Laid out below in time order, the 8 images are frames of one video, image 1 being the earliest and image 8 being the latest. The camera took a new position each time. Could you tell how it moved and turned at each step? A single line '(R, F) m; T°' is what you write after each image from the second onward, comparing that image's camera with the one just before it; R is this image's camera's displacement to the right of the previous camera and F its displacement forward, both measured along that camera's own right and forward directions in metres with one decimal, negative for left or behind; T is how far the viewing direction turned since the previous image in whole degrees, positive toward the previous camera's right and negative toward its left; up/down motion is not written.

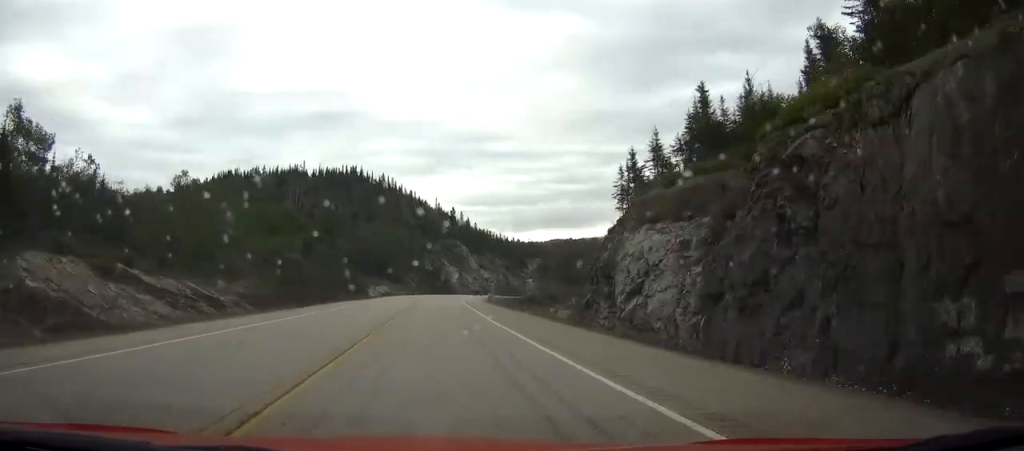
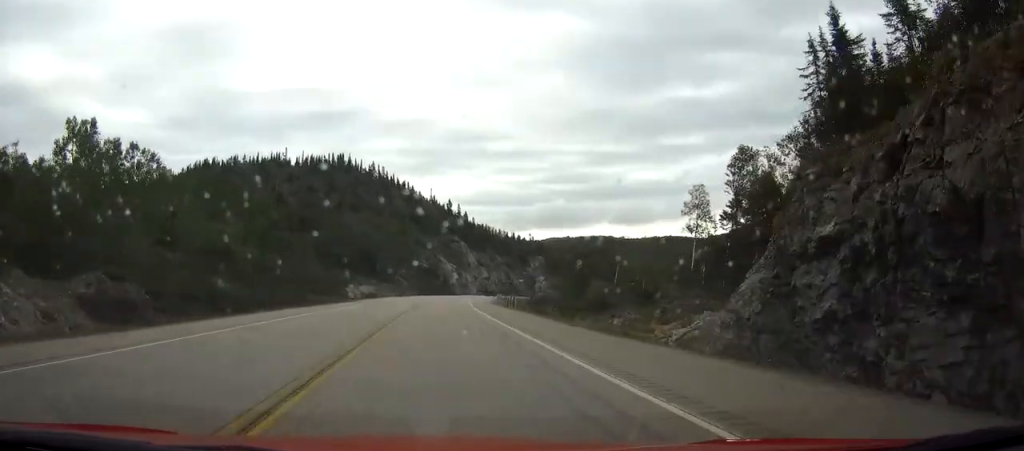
(0.0, +22.6) m; 0°
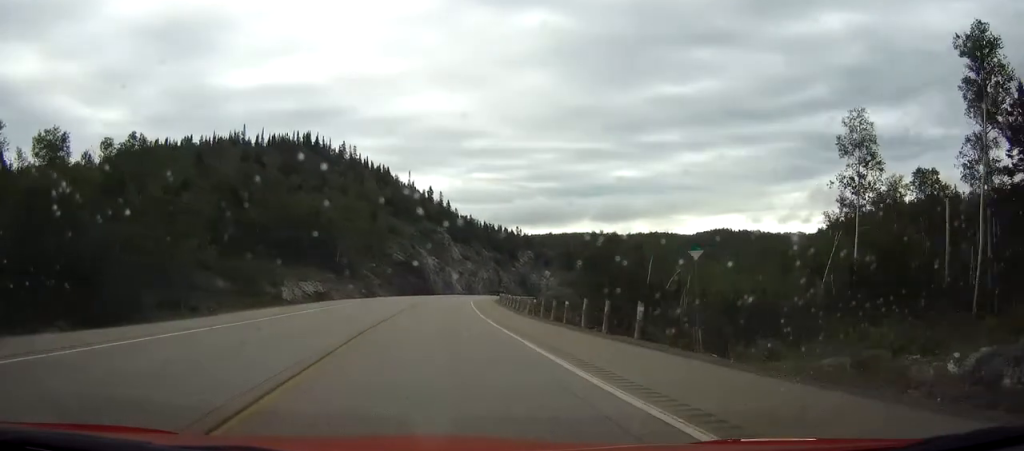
(0.0, +29.5) m; 0°
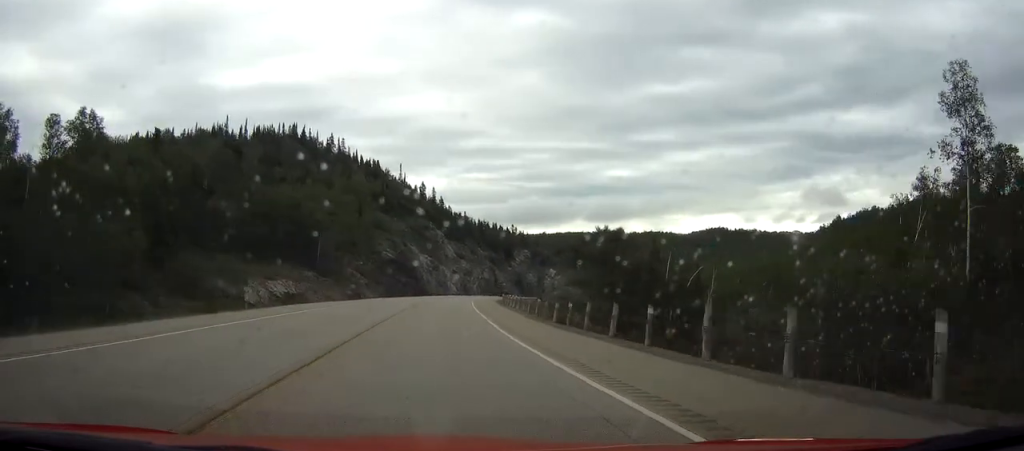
(0.0, +10.4) m; 0°
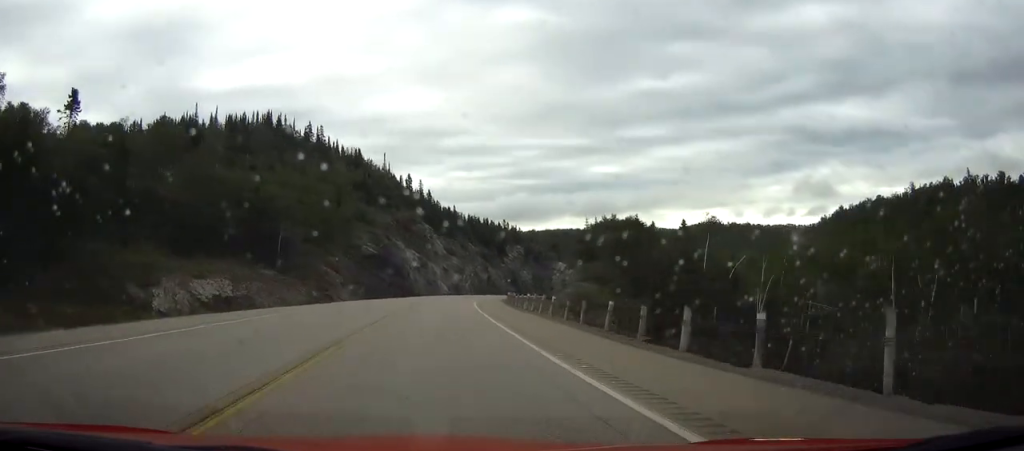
(0.0, +15.6) m; 0°
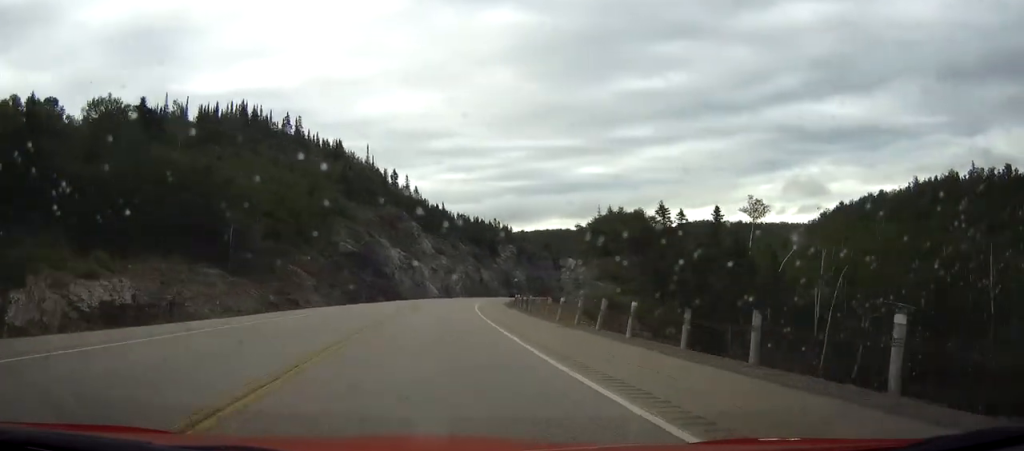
(0.0, +13.0) m; 0°
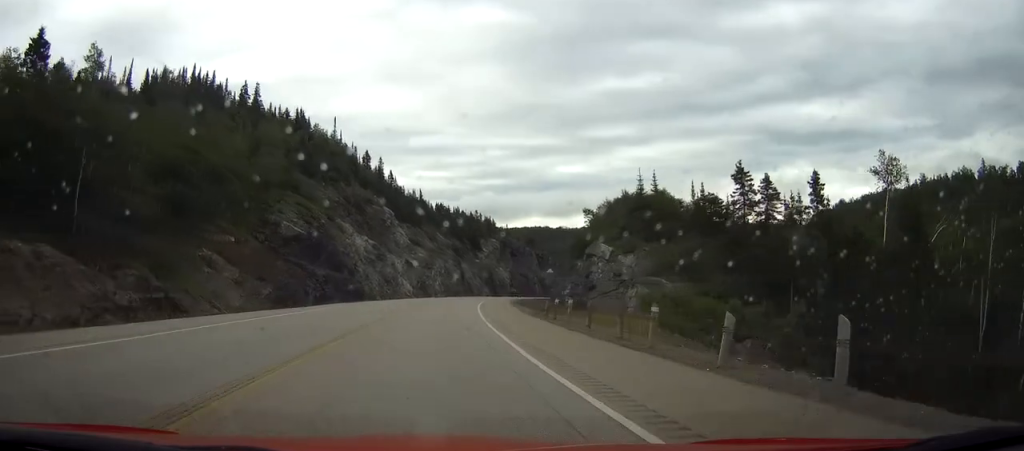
(0.0, +22.6) m; 0°
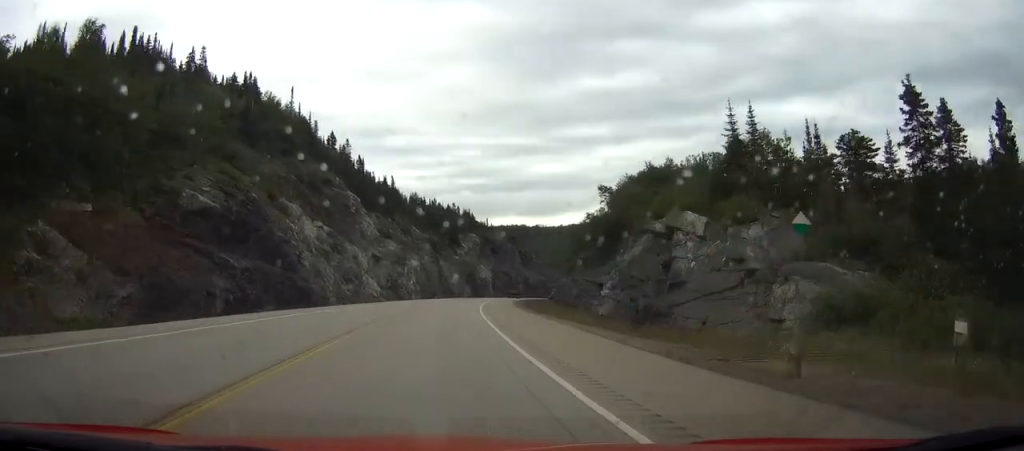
(0.0, +21.7) m; 0°
